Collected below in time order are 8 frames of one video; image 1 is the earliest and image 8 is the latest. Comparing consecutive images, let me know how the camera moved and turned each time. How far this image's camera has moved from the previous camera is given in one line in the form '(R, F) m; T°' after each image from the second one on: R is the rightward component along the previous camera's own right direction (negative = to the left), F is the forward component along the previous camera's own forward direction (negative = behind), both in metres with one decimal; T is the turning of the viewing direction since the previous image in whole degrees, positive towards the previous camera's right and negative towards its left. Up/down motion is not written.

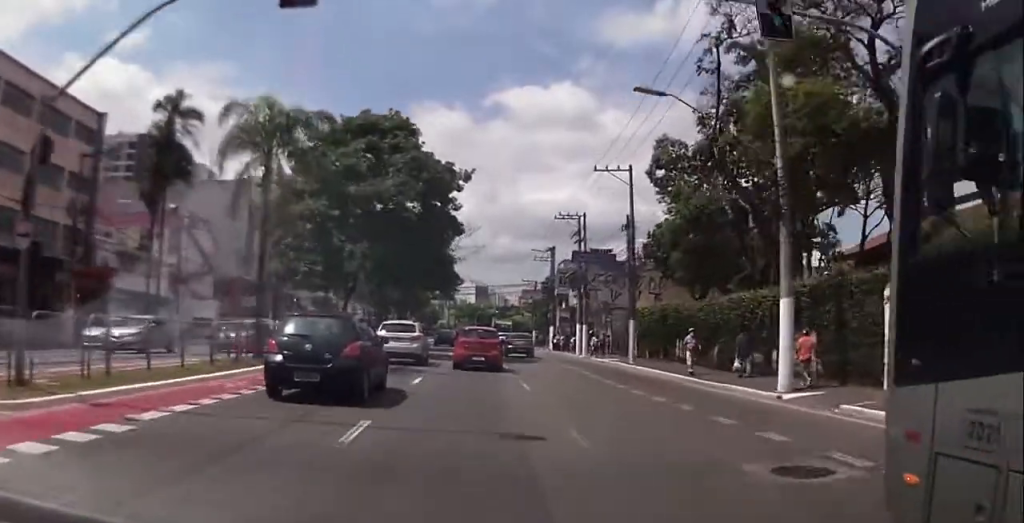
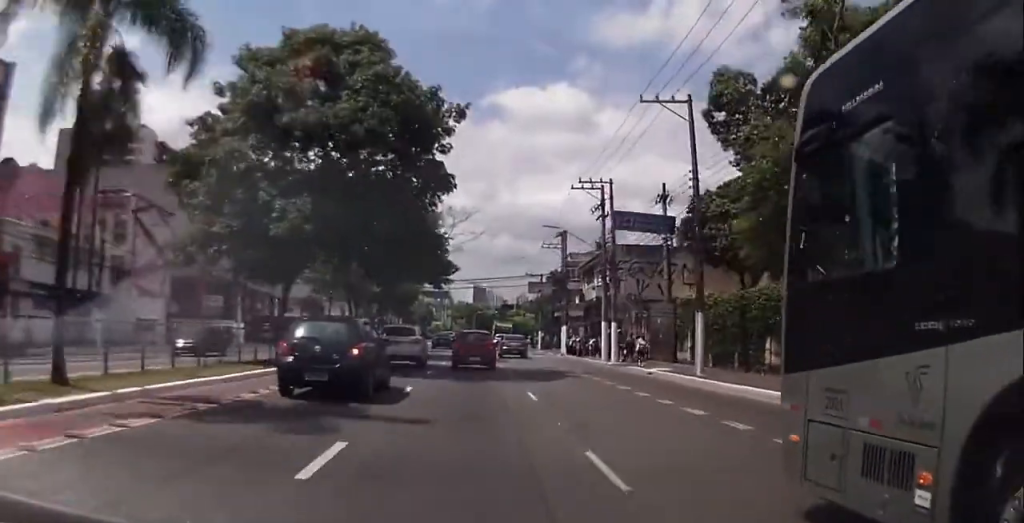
(0.0, +11.0) m; -1°
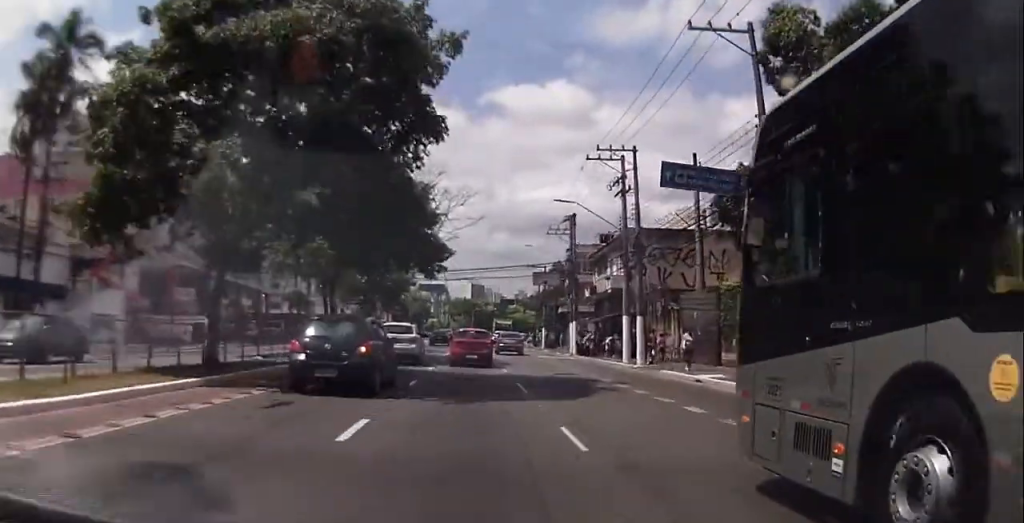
(-0.1, +6.5) m; 0°
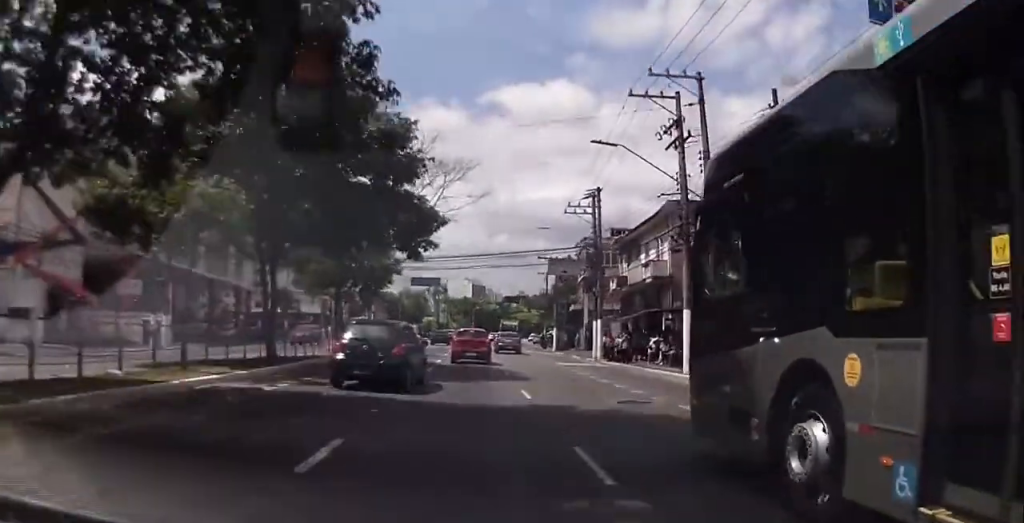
(-0.1, +10.2) m; 0°
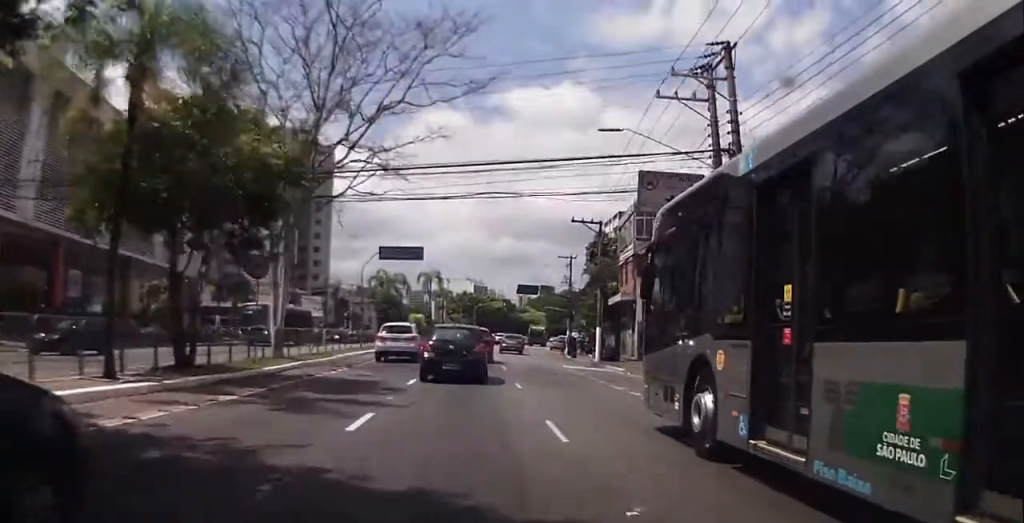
(+0.1, +22.3) m; 0°
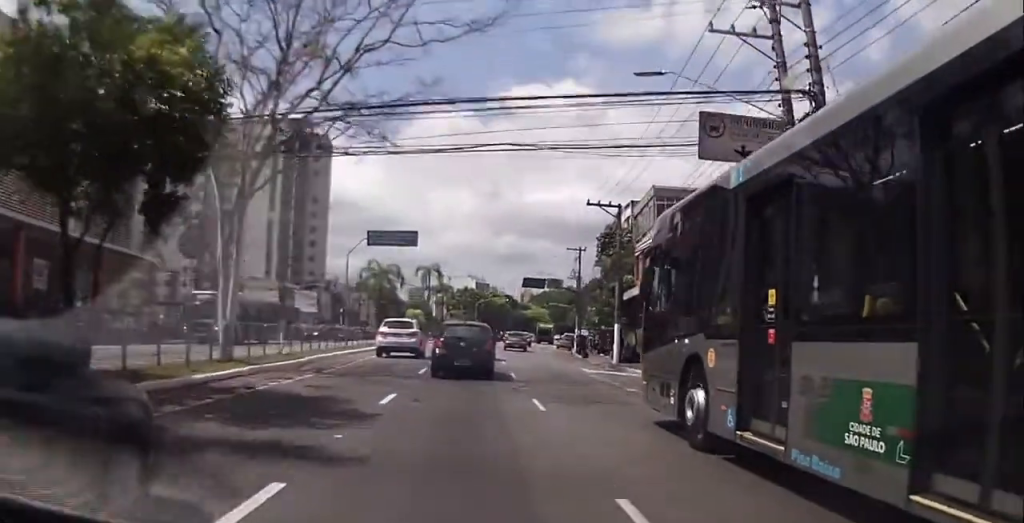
(0.0, +5.3) m; 0°
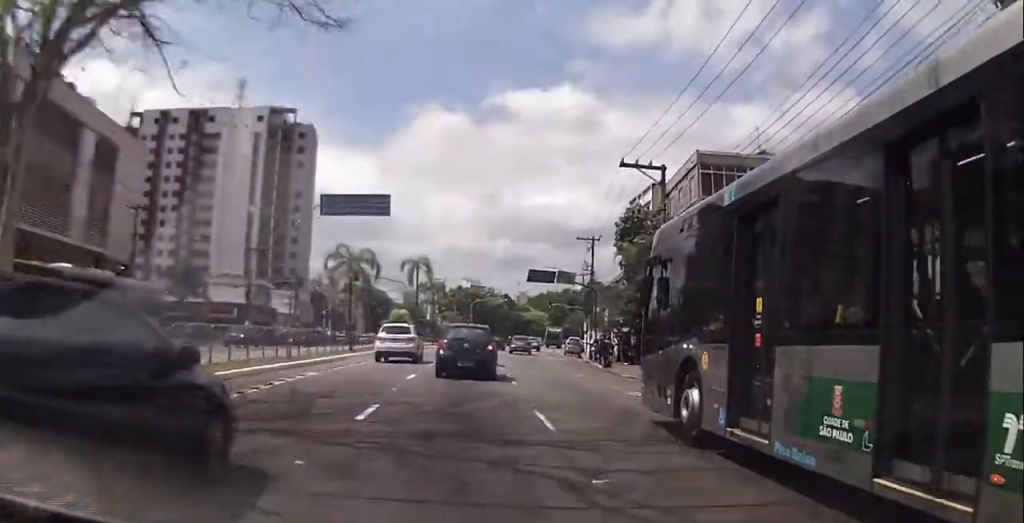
(0.0, +10.1) m; -1°
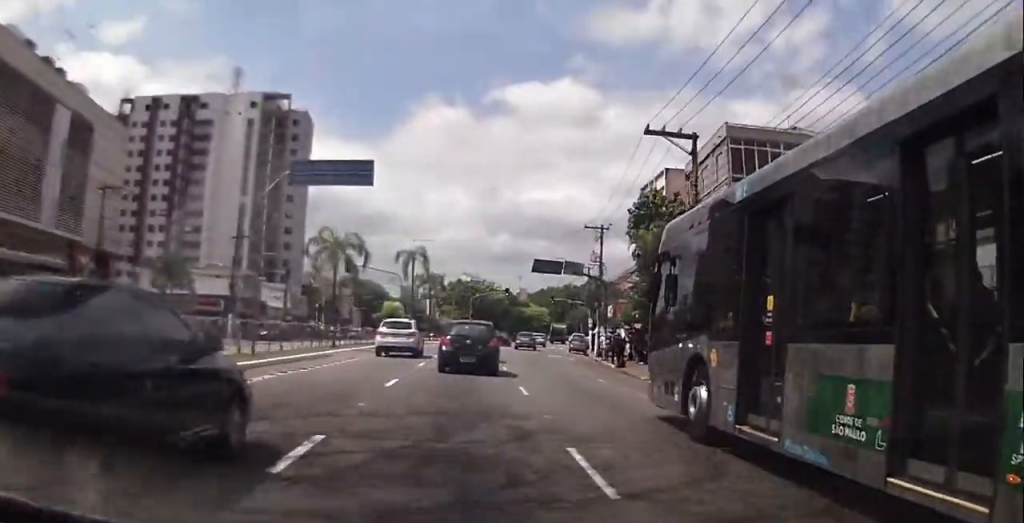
(+0.1, +4.2) m; -1°
